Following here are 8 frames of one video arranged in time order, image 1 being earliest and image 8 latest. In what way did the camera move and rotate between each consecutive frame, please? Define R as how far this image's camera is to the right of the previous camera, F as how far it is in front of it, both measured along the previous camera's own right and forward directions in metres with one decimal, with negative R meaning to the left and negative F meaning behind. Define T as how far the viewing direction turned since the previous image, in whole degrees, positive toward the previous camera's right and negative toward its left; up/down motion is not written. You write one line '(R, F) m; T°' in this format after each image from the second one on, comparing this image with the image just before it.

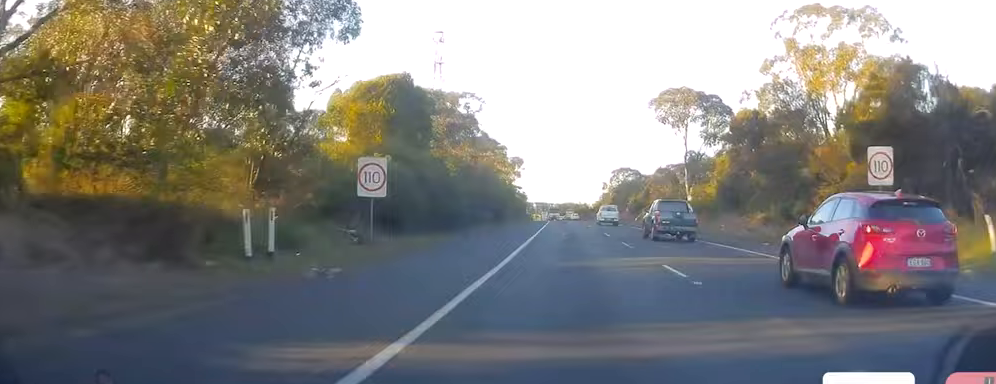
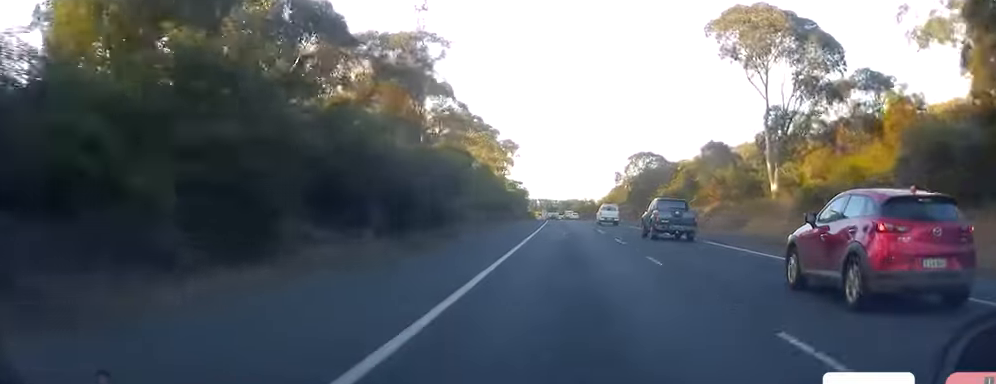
(0.0, +33.6) m; 0°
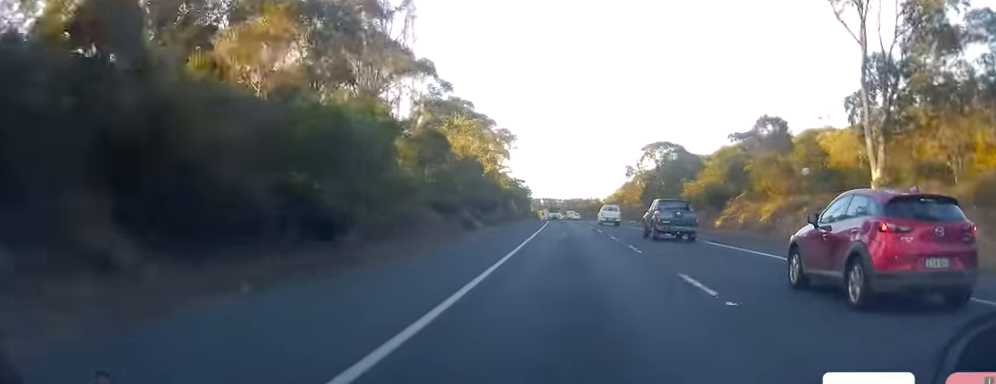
(+0.2, +17.3) m; 0°
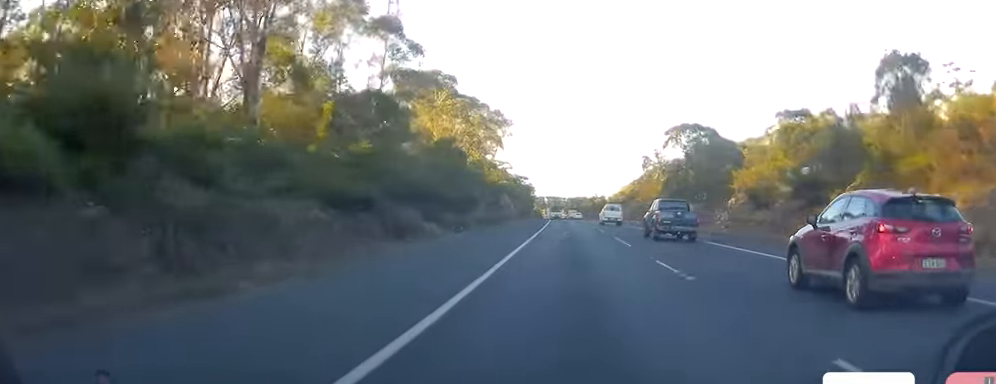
(-0.1, +20.4) m; -1°
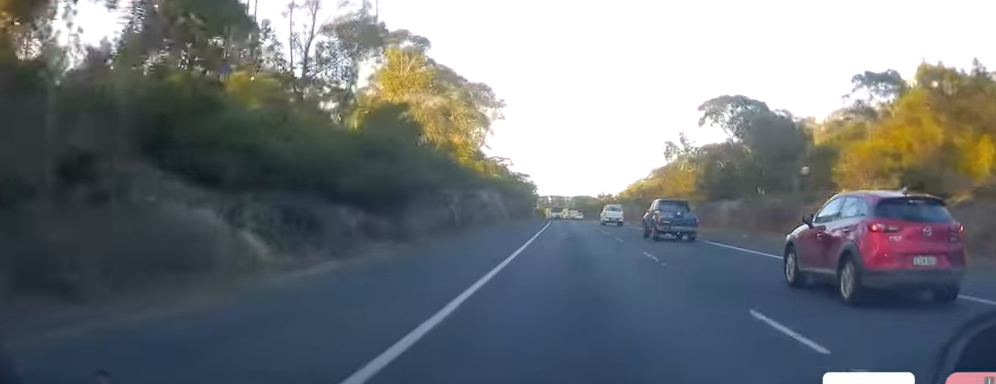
(-0.2, +20.3) m; 0°
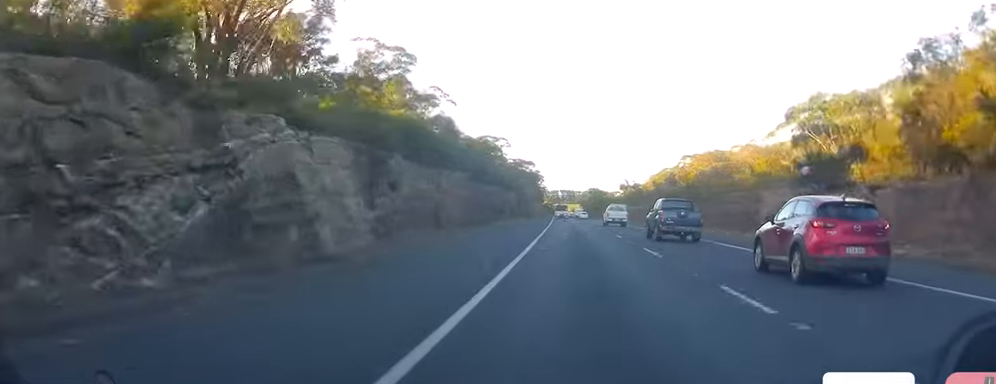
(-1.1, +69.1) m; -1°
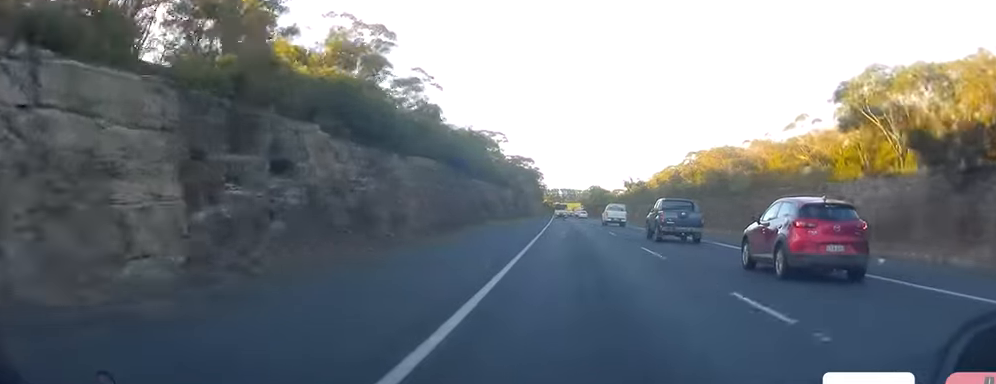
(+0.2, +12.6) m; 0°
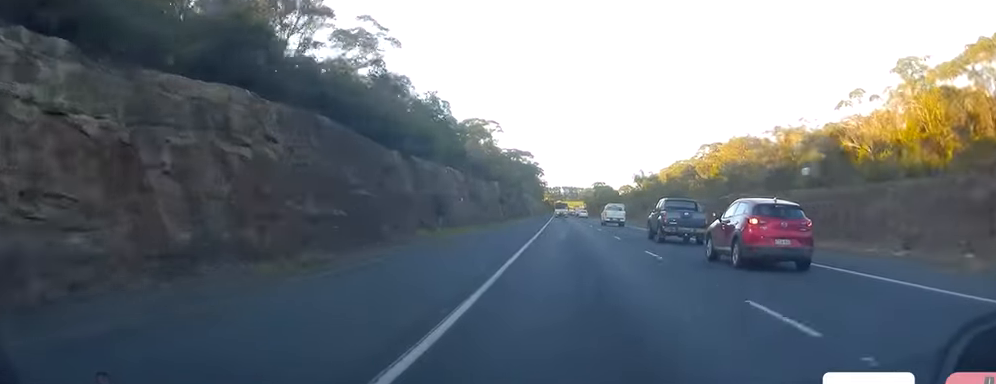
(+0.2, +25.1) m; 0°
